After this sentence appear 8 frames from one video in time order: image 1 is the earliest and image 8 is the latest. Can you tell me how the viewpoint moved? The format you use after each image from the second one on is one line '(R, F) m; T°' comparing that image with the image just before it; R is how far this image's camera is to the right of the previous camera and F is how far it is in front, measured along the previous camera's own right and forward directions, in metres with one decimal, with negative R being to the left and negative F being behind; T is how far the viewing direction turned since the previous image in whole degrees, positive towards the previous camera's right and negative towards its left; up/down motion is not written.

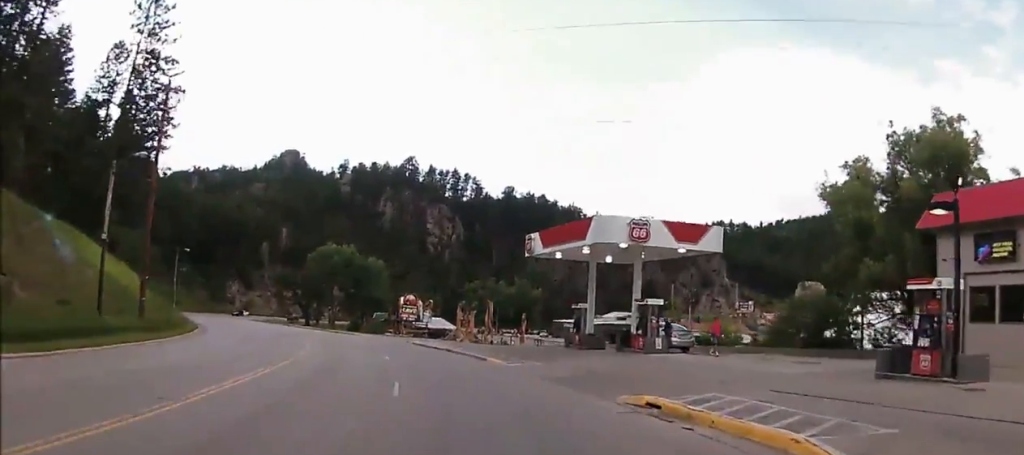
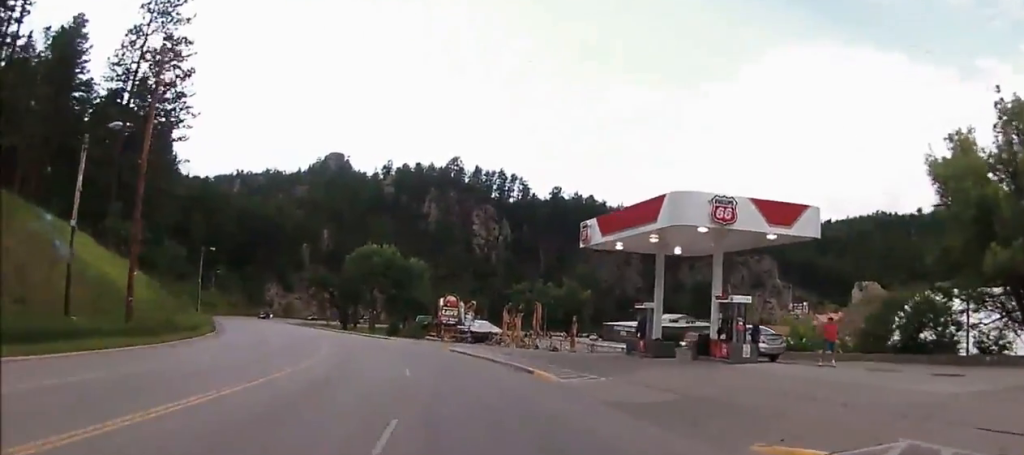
(-0.3, +6.3) m; -3°
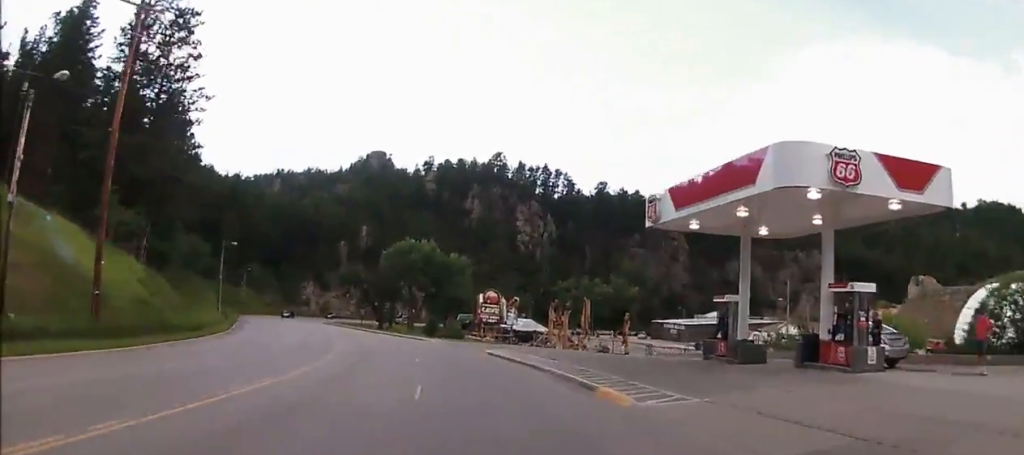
(-0.1, +6.7) m; -3°
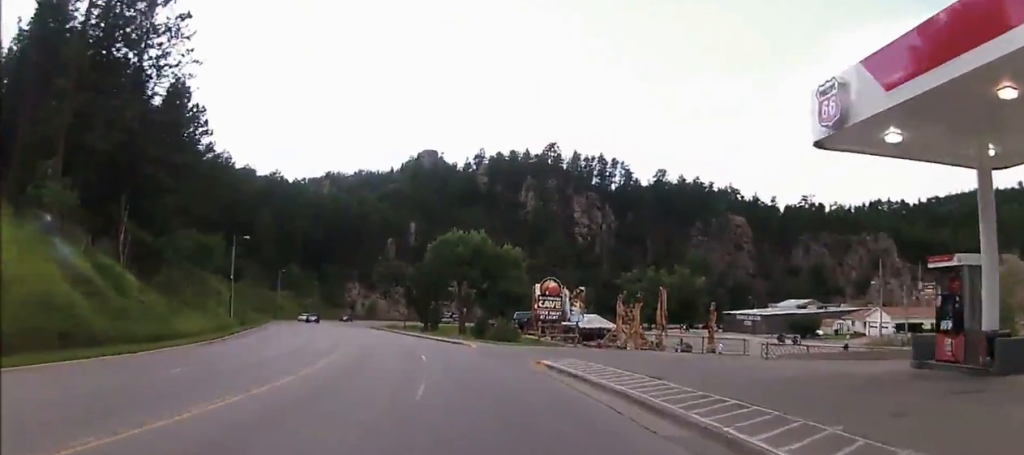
(-0.8, +12.6) m; -6°
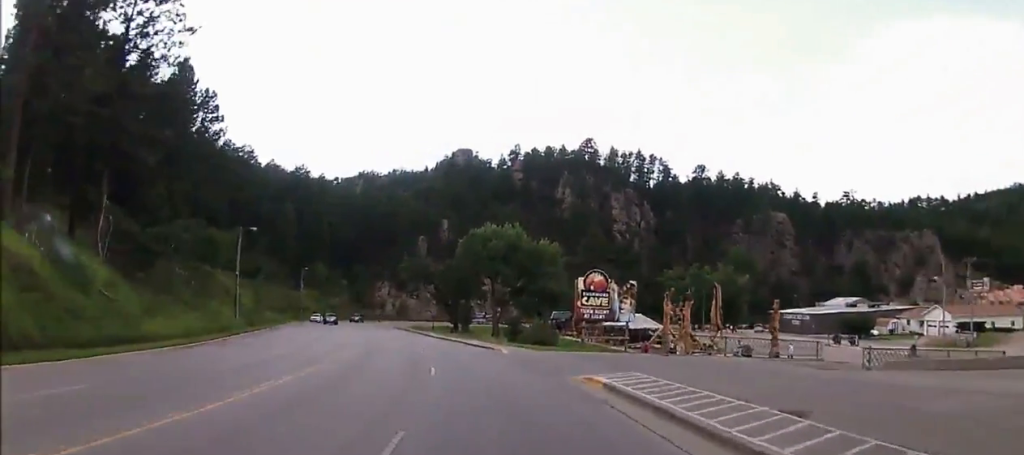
(-0.1, +7.6) m; -4°
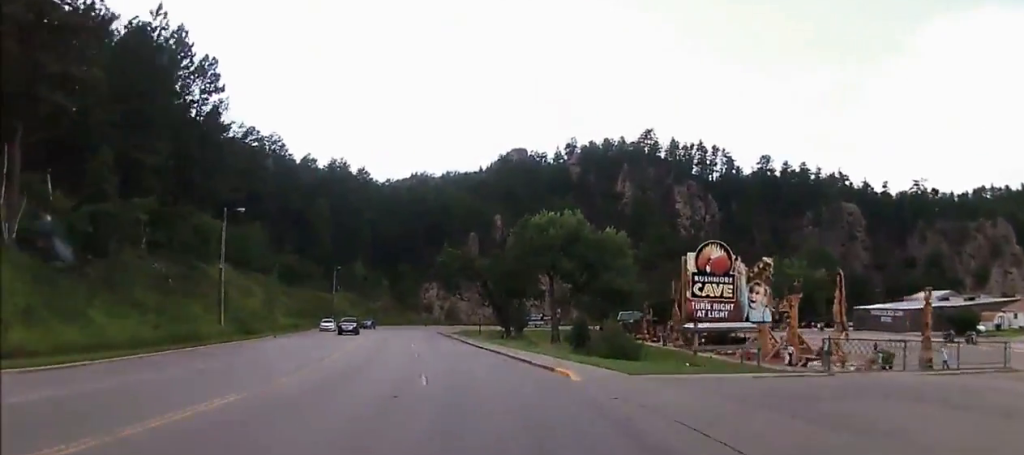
(-1.3, +15.4) m; -8°
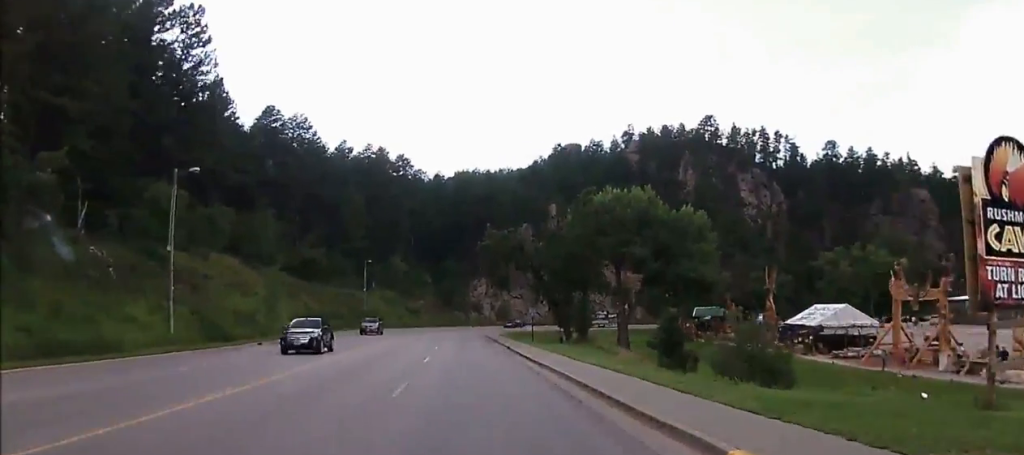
(+0.2, +14.9) m; 0°
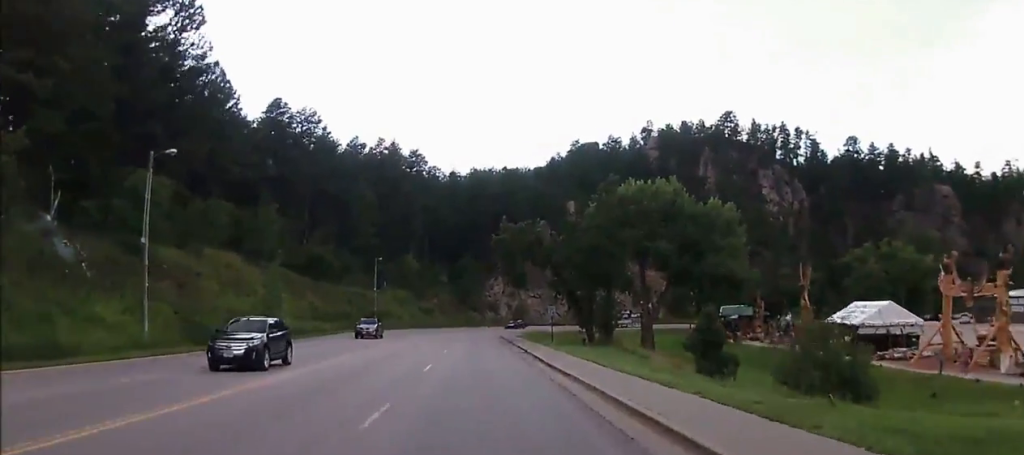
(+0.1, +4.4) m; -1°
